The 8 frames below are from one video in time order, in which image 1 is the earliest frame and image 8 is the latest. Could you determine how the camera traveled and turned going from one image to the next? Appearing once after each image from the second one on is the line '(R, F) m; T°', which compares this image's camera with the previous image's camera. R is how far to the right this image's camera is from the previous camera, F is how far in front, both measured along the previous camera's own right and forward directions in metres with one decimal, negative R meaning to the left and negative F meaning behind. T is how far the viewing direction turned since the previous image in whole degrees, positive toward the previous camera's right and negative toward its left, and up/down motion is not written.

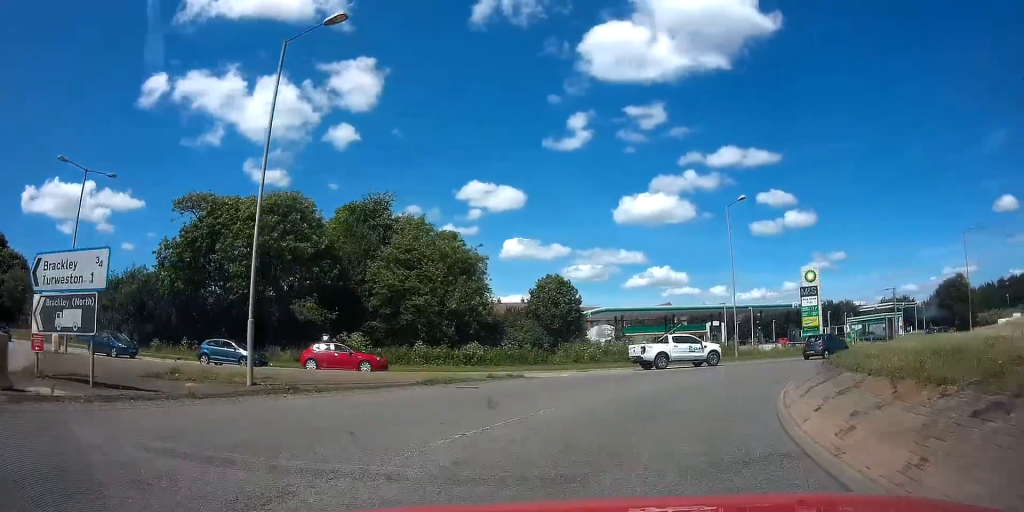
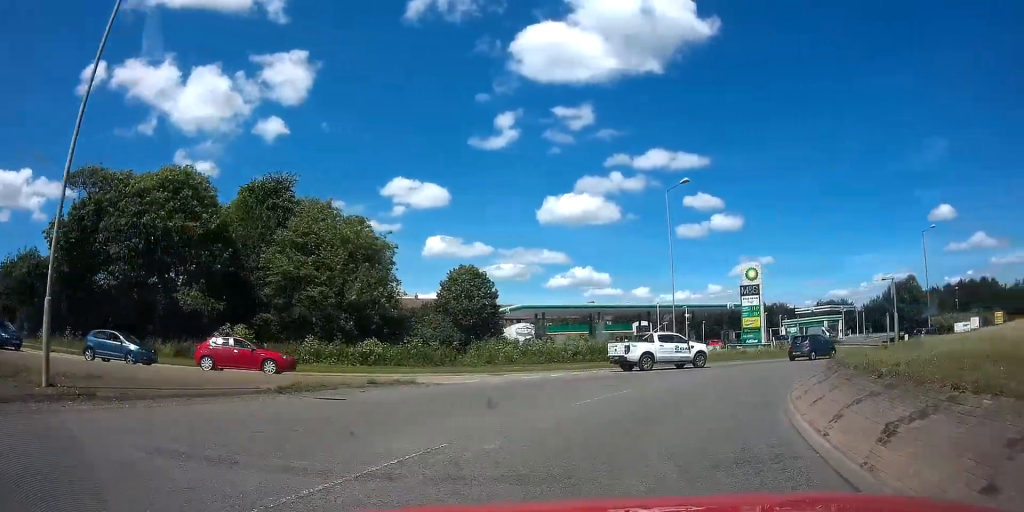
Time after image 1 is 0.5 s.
(+0.1, +4.8) m; +7°
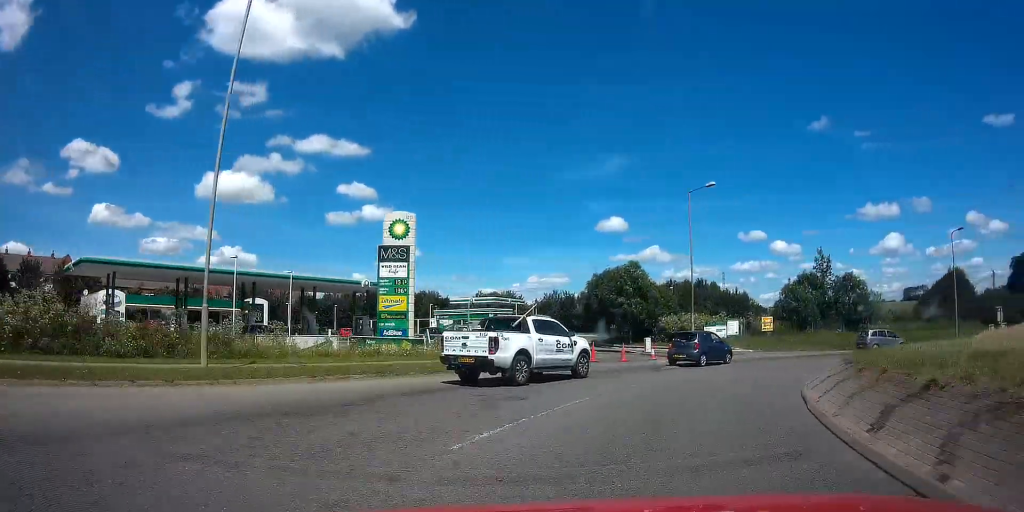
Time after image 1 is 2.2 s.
(+5.7, +17.8) m; +41°
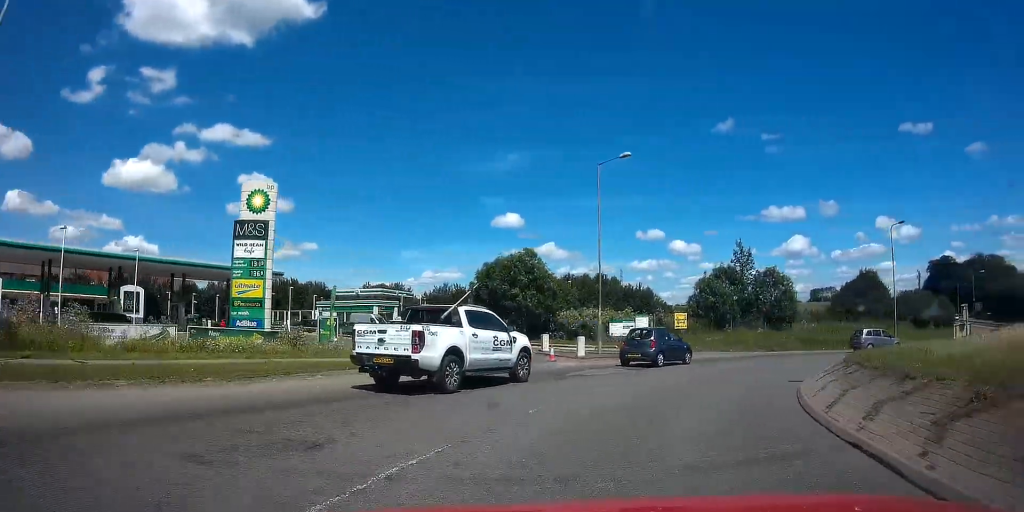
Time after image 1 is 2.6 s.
(+0.5, +5.5) m; +12°
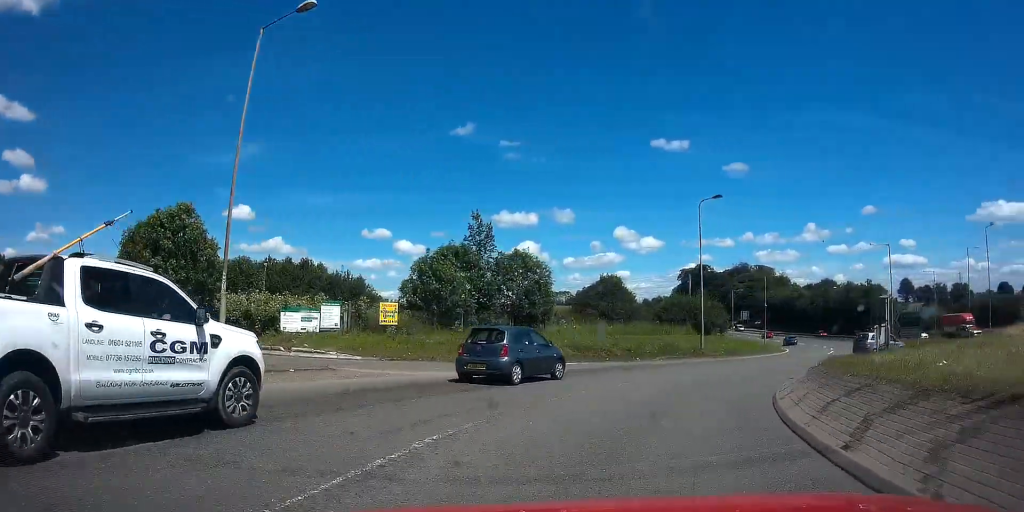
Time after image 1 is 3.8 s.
(+3.7, +14.5) m; +22°
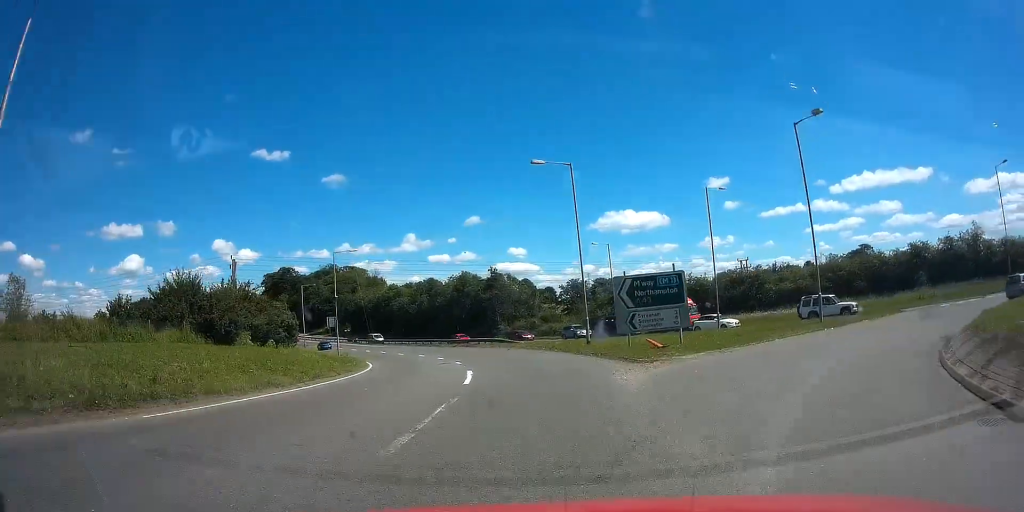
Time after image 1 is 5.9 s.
(+6.8, +29.0) m; +20°
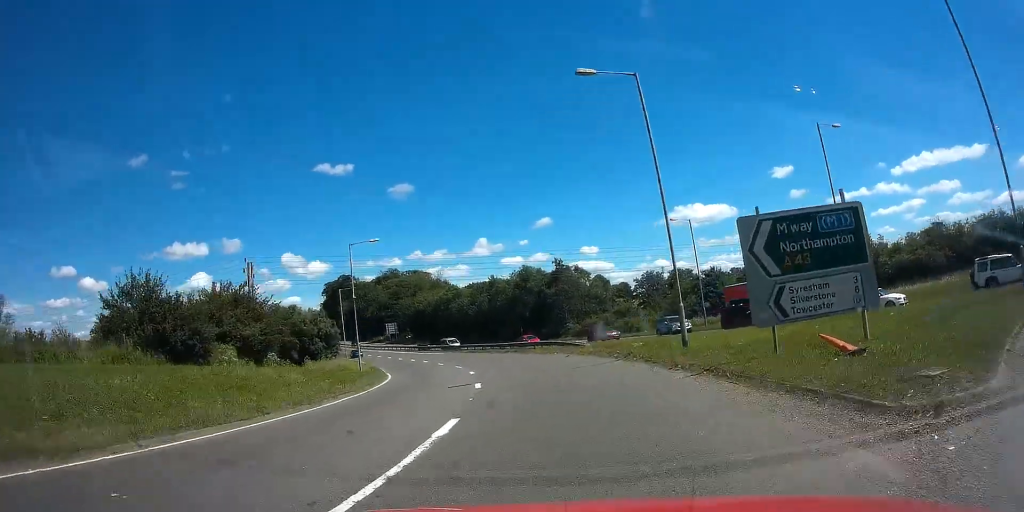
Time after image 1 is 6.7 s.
(+0.3, +9.9) m; +1°
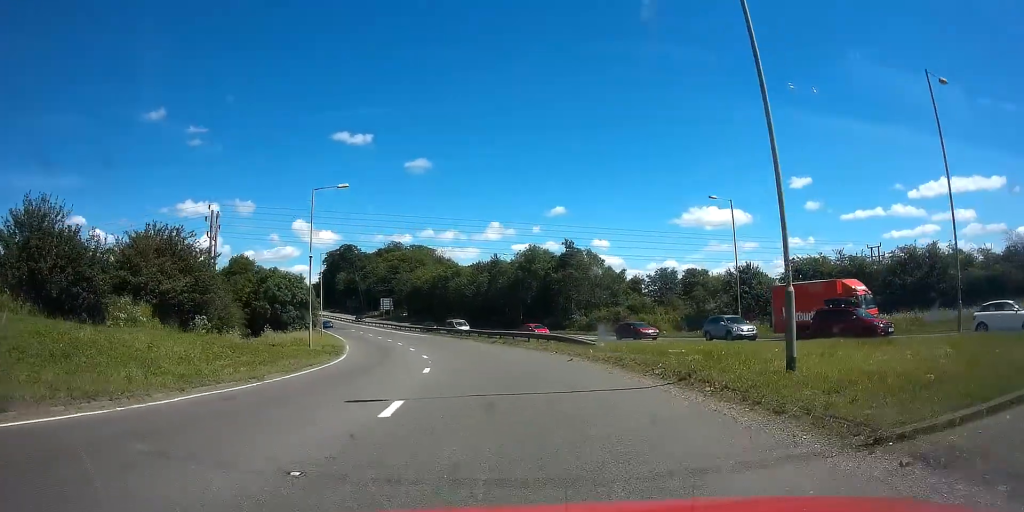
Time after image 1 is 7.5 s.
(+0.1, +8.5) m; -4°
